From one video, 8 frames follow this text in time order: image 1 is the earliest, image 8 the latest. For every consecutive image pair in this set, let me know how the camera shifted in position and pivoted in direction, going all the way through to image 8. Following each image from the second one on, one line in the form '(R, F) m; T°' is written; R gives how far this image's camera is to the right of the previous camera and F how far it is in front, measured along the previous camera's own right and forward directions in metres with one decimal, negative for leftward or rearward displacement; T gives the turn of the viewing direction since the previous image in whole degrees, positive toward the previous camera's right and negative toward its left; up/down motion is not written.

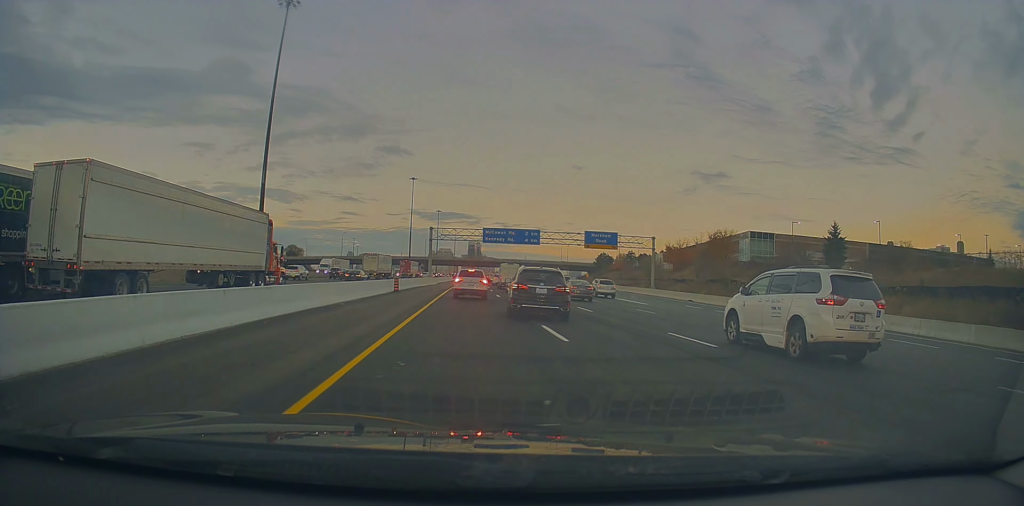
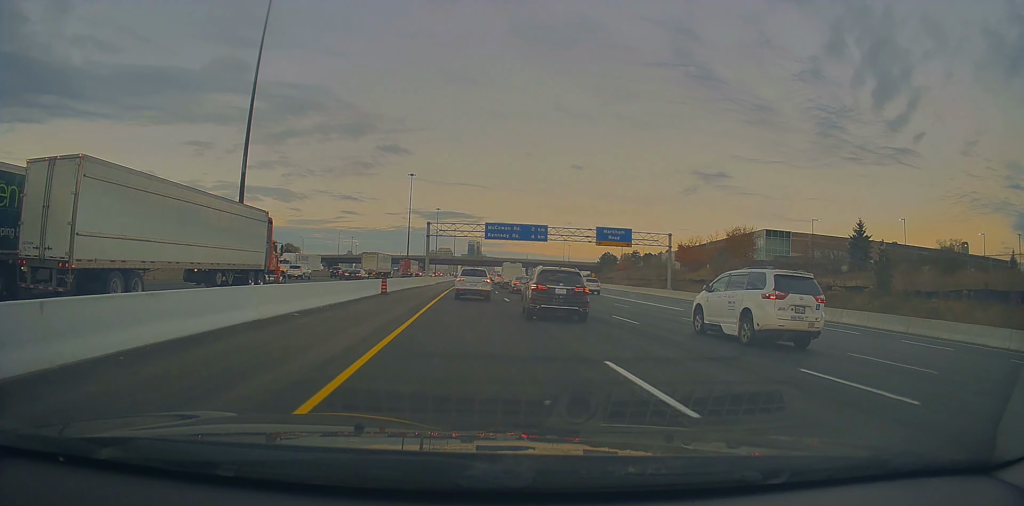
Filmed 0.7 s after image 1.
(-0.1, +6.7) m; -2°
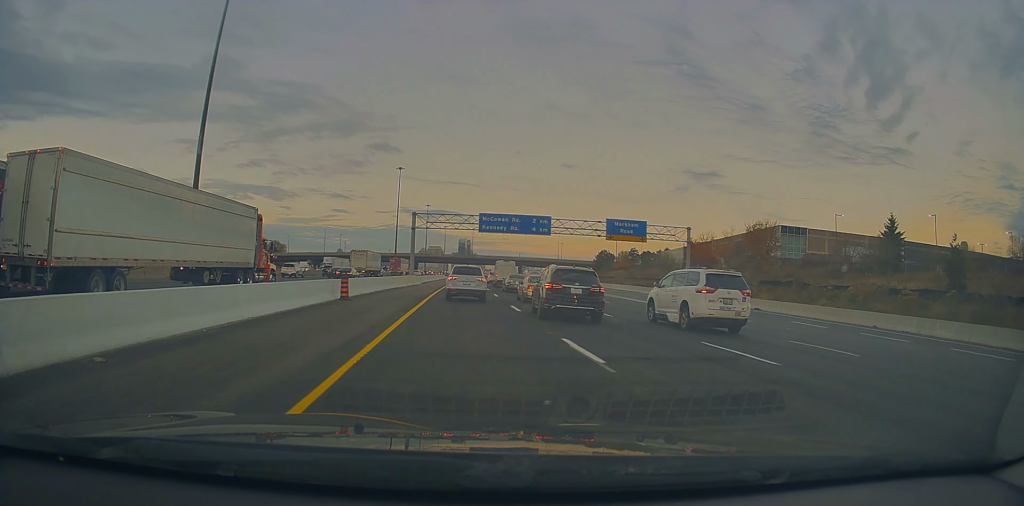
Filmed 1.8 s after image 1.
(-0.4, +9.4) m; -1°
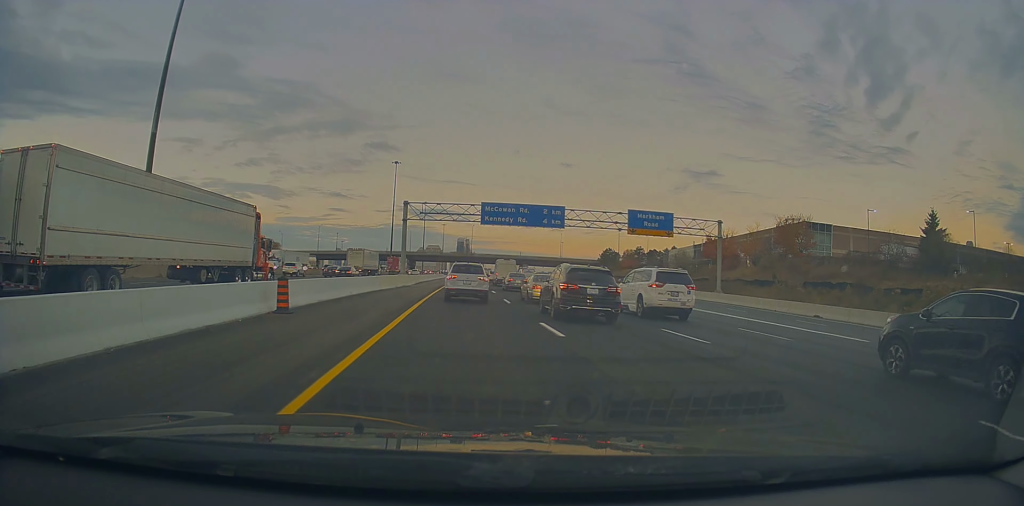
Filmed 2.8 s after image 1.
(+0.2, +8.7) m; +3°
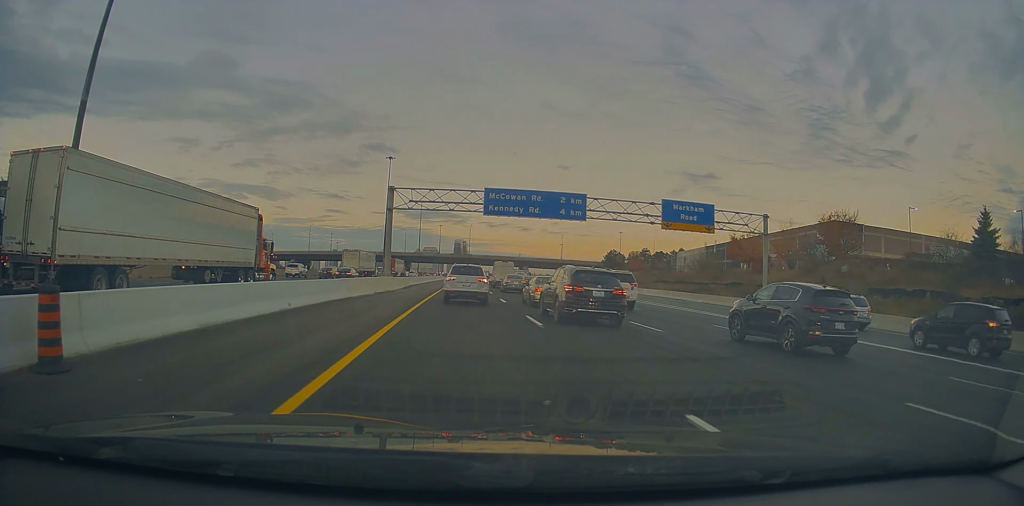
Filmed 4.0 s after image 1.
(+0.2, +10.5) m; +2°
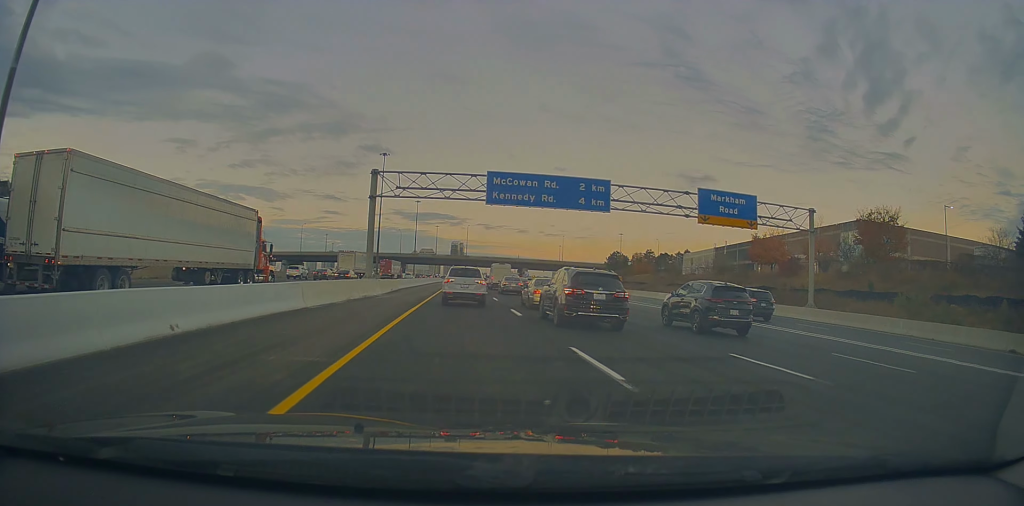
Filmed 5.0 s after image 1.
(+0.1, +8.1) m; -2°
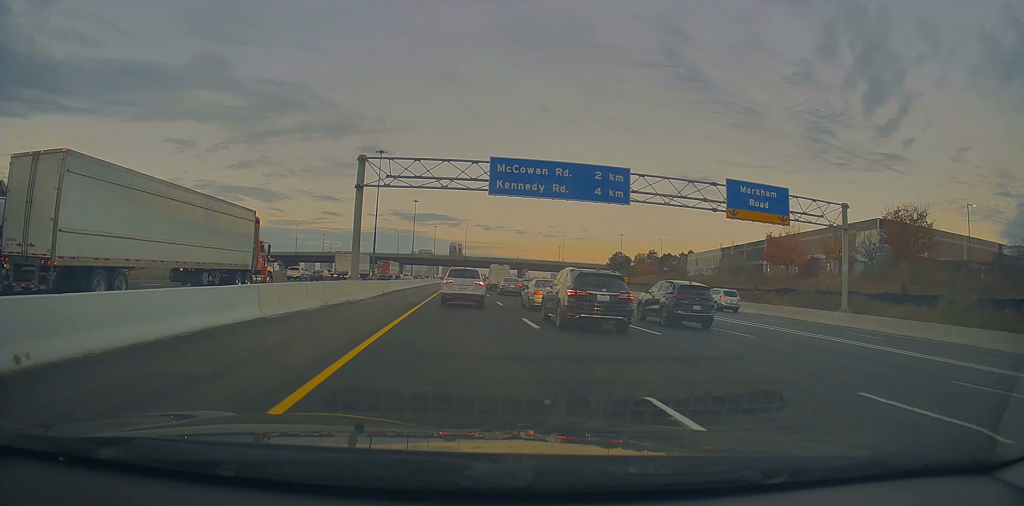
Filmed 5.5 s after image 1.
(-0.1, +4.7) m; -1°
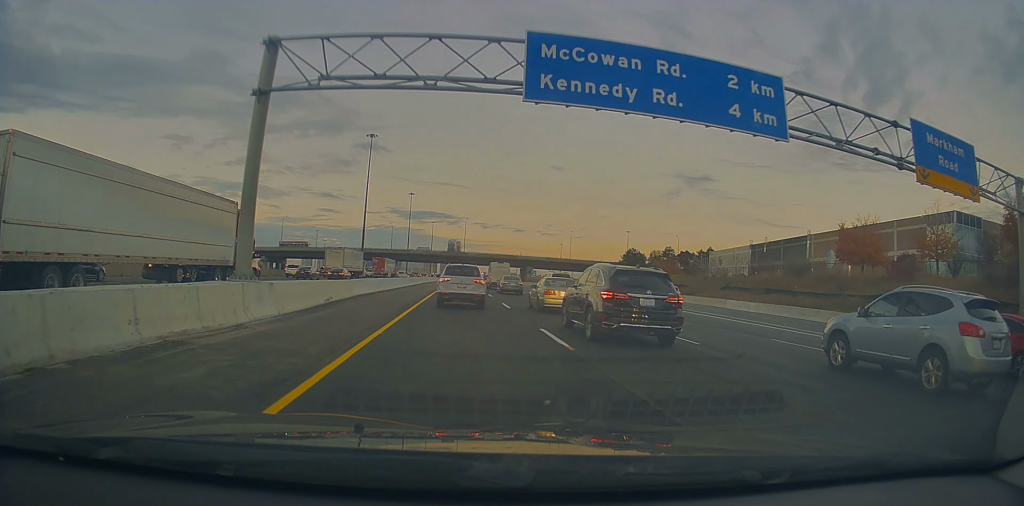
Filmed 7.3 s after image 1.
(-0.3, +16.5) m; +3°
